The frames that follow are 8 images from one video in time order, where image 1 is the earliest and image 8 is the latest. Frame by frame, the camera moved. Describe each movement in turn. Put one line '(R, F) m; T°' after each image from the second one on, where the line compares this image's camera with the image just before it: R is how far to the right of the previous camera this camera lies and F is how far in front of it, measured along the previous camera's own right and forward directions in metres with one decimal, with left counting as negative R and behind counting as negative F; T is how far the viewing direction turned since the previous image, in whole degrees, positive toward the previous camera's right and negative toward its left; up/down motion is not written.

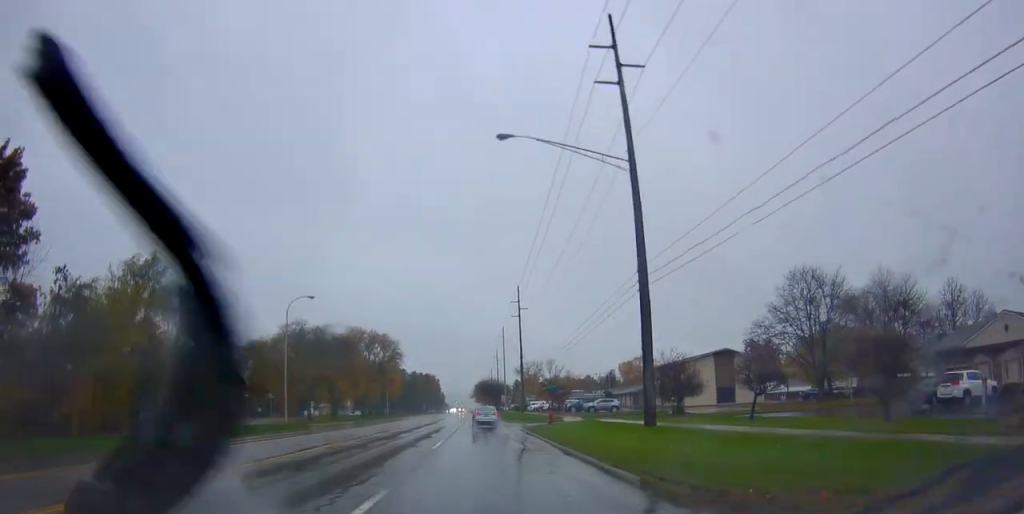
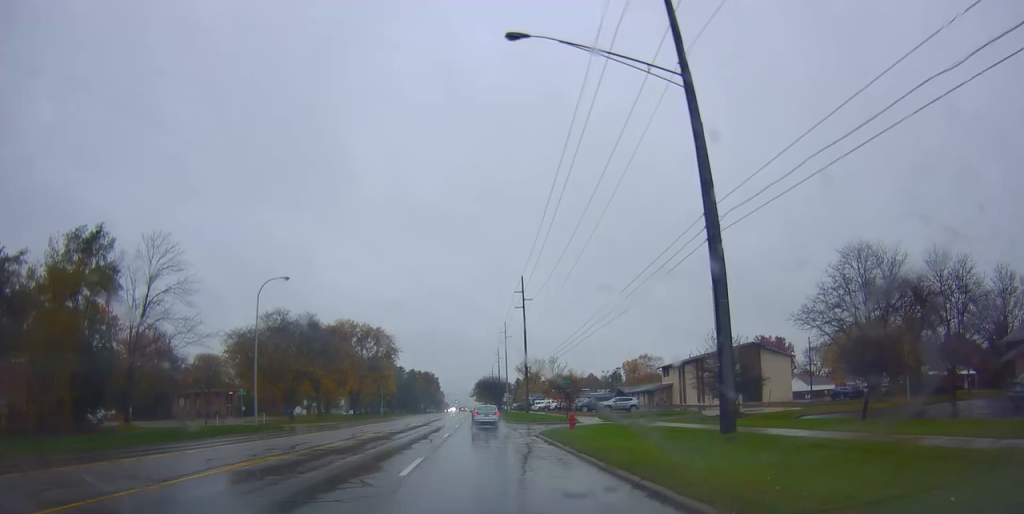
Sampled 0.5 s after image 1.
(0.0, +8.9) m; 0°
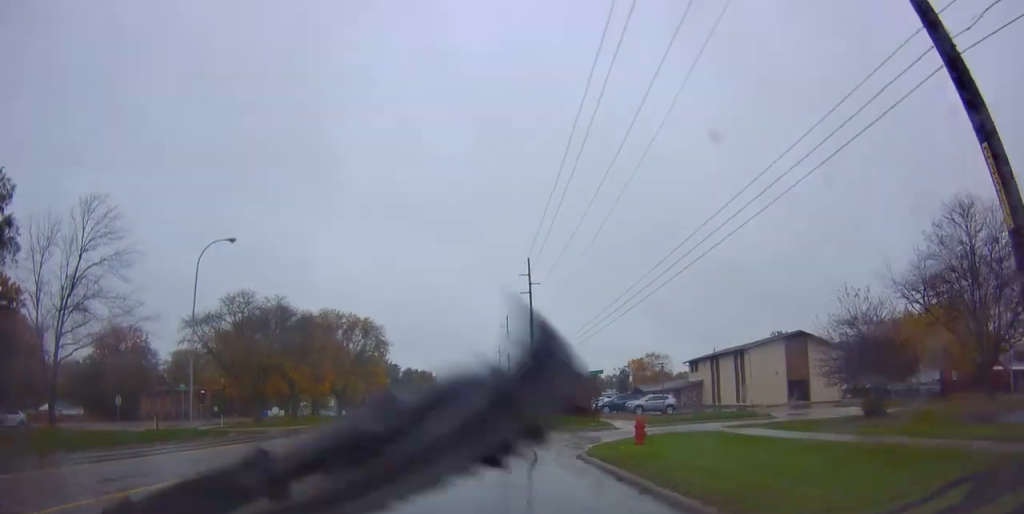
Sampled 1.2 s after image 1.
(0.0, +12.5) m; 0°
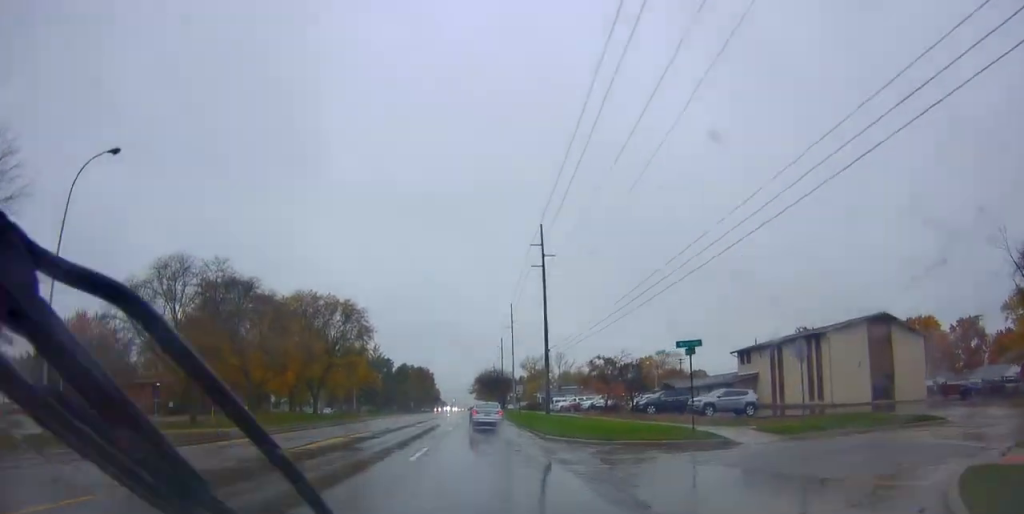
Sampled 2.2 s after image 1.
(0.0, +15.9) m; 0°
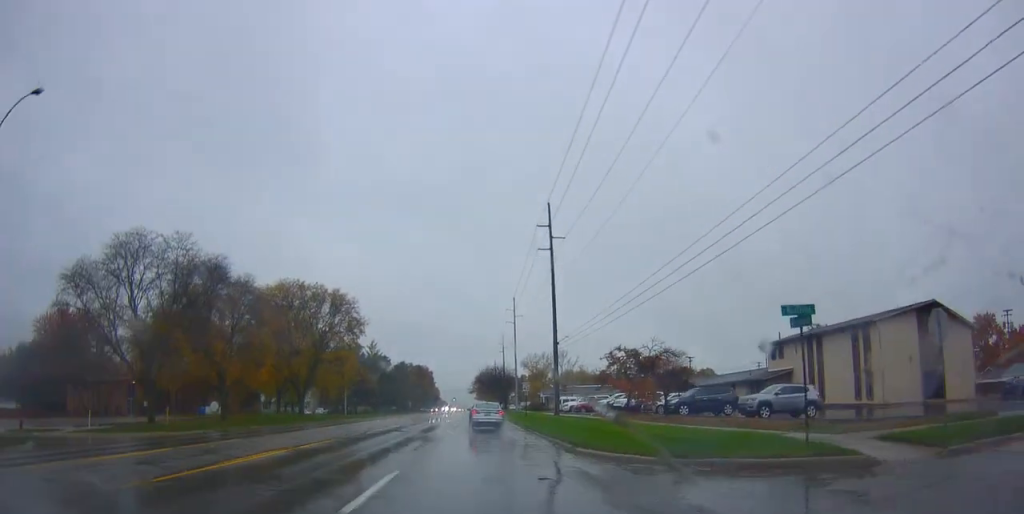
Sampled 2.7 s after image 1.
(0.0, +7.6) m; 0°
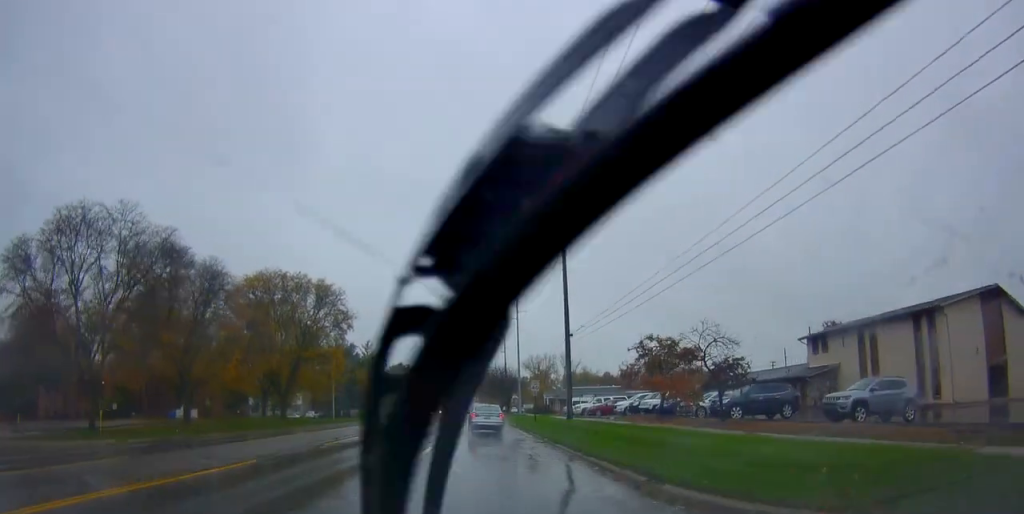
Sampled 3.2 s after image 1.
(0.0, +8.7) m; 0°
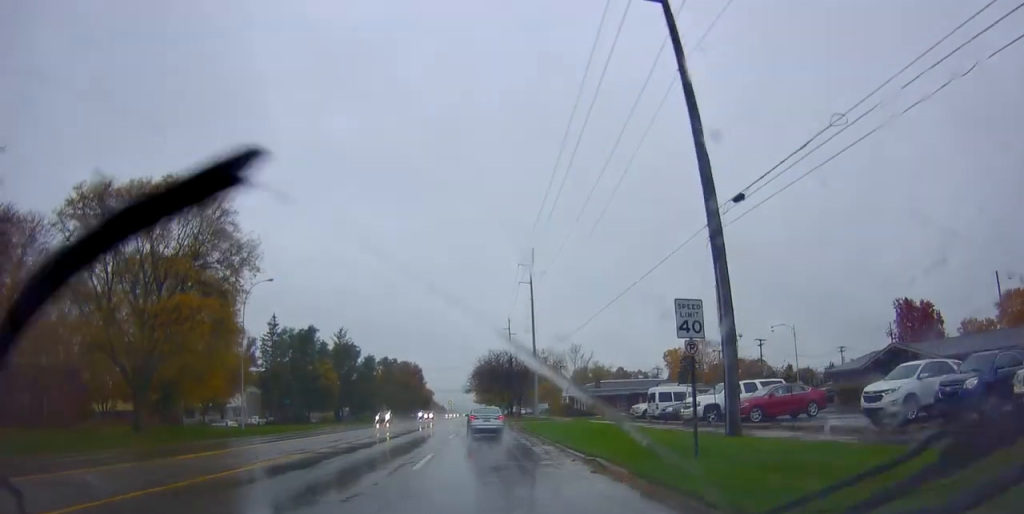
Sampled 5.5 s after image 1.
(0.0, +36.2) m; 0°
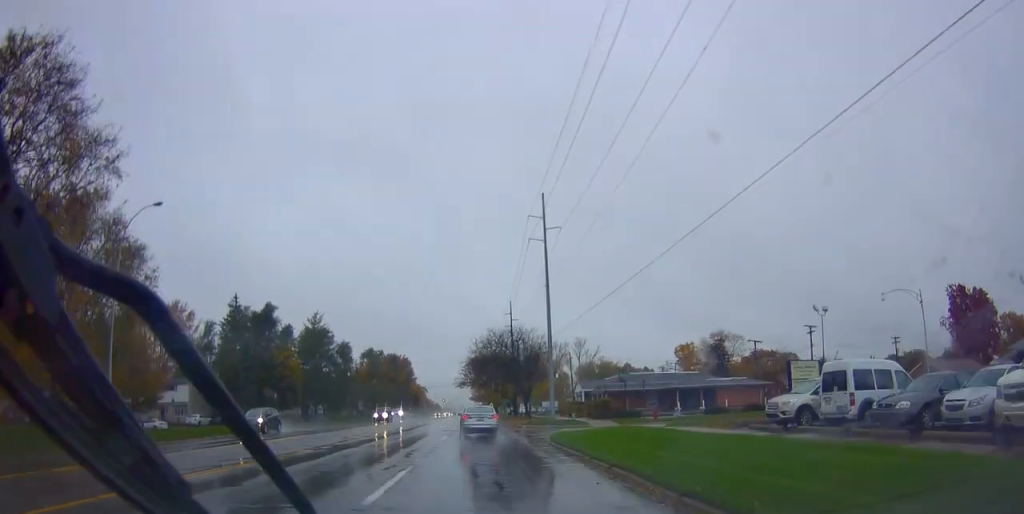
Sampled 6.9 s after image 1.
(-0.3, +20.9) m; -3°
